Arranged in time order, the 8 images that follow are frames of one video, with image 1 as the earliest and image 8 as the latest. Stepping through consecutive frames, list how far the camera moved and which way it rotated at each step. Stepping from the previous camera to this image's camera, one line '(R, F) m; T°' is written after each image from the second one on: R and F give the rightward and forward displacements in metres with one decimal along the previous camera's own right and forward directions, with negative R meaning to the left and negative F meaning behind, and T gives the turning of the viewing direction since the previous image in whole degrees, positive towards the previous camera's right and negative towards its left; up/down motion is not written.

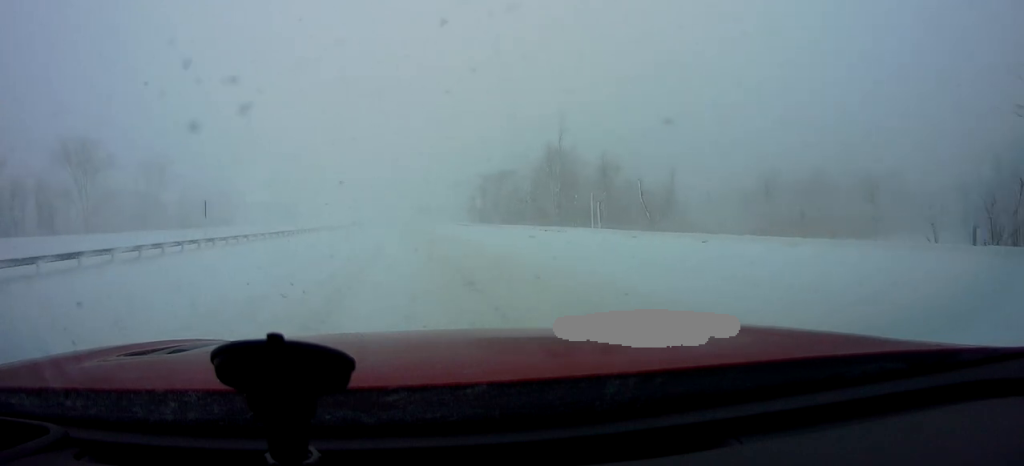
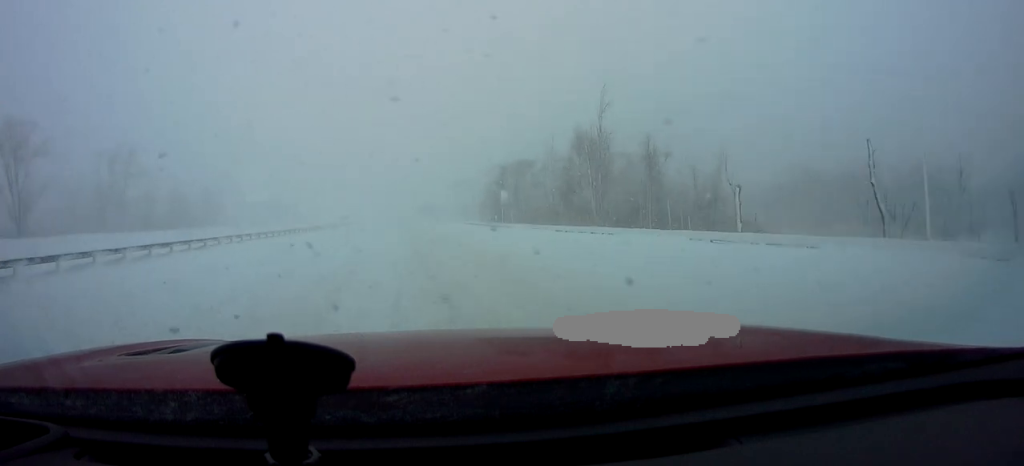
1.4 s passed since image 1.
(-0.3, +17.2) m; 0°
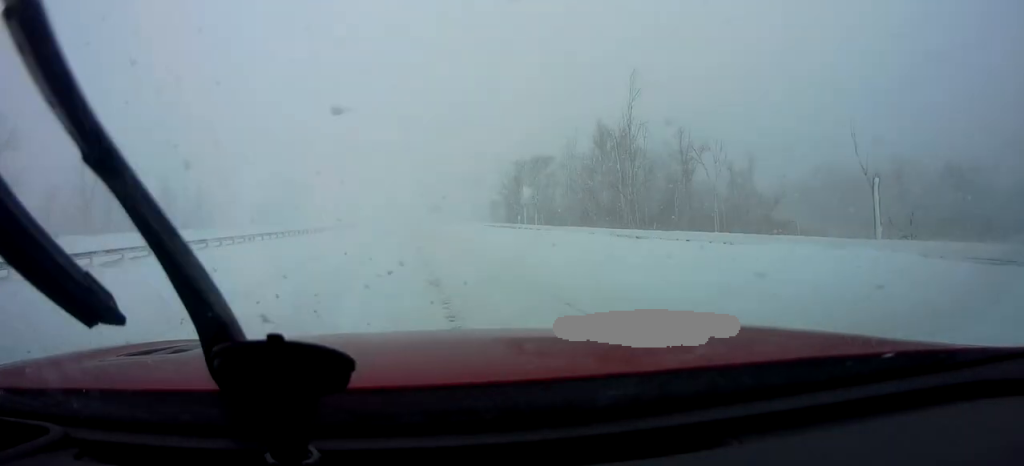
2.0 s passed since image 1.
(+0.3, +7.9) m; 0°
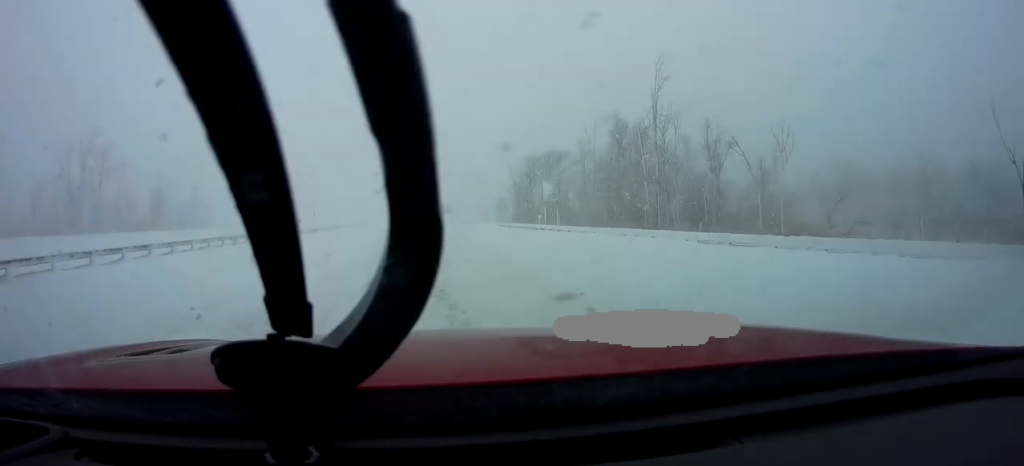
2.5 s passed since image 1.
(0.0, +5.8) m; -1°
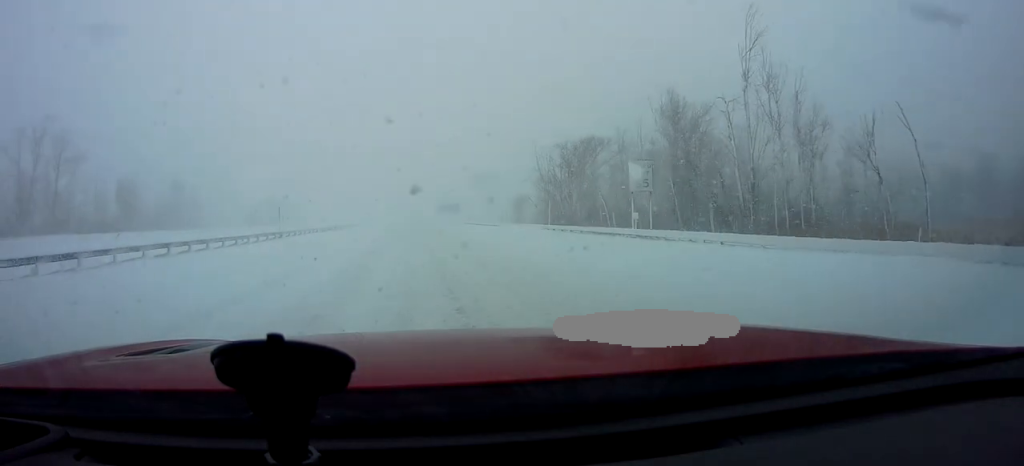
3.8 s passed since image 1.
(-0.5, +15.7) m; -2°
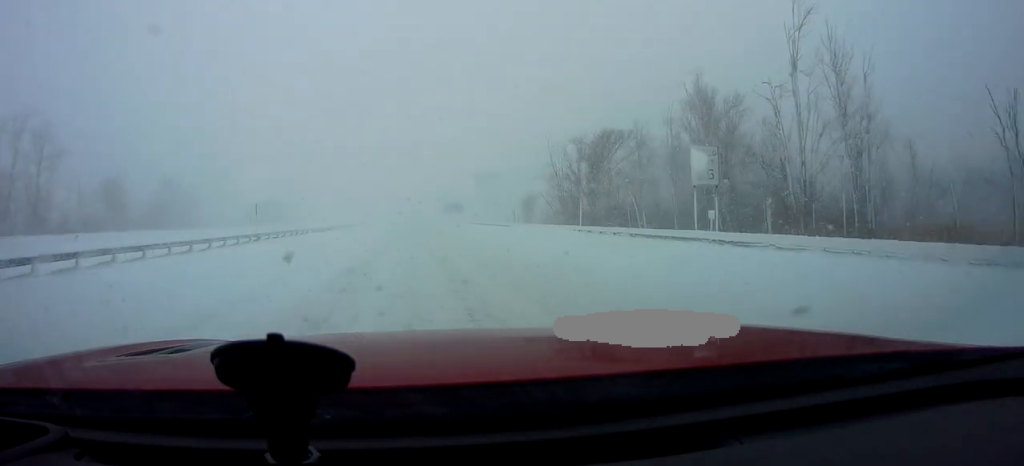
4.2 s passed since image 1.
(0.0, +5.7) m; 0°
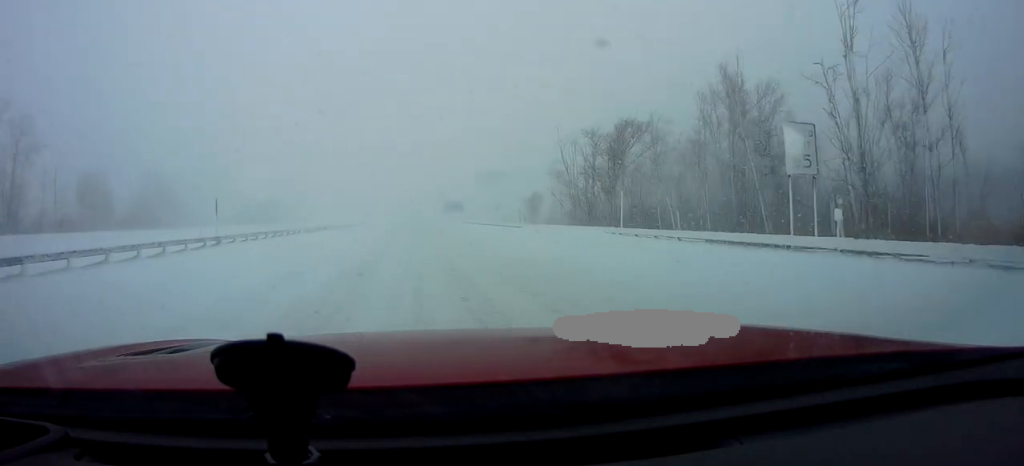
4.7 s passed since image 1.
(0.0, +5.9) m; 0°
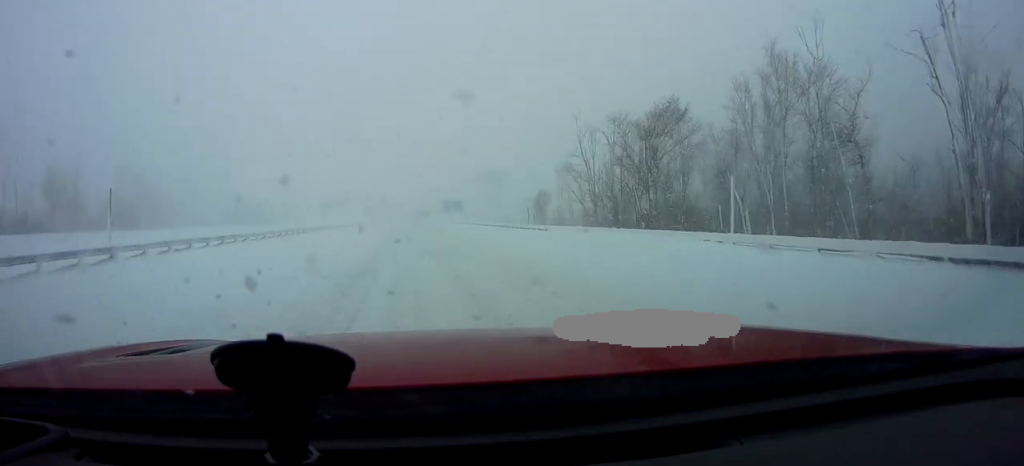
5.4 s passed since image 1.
(0.0, +8.4) m; 0°
